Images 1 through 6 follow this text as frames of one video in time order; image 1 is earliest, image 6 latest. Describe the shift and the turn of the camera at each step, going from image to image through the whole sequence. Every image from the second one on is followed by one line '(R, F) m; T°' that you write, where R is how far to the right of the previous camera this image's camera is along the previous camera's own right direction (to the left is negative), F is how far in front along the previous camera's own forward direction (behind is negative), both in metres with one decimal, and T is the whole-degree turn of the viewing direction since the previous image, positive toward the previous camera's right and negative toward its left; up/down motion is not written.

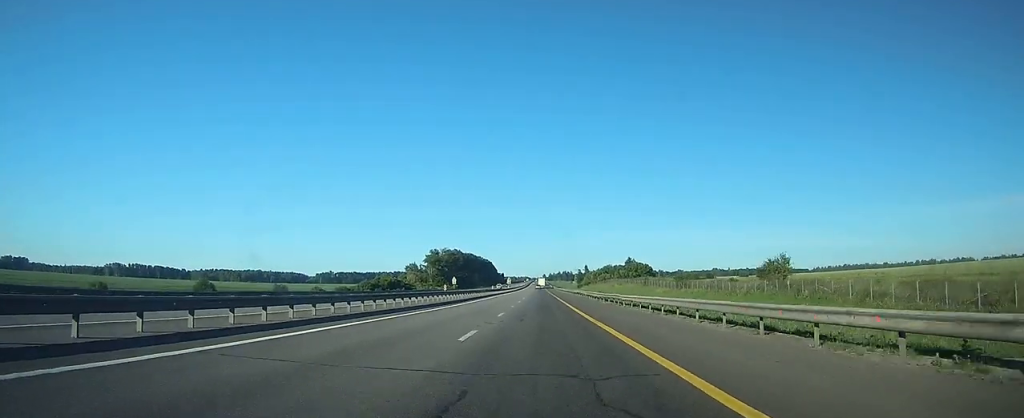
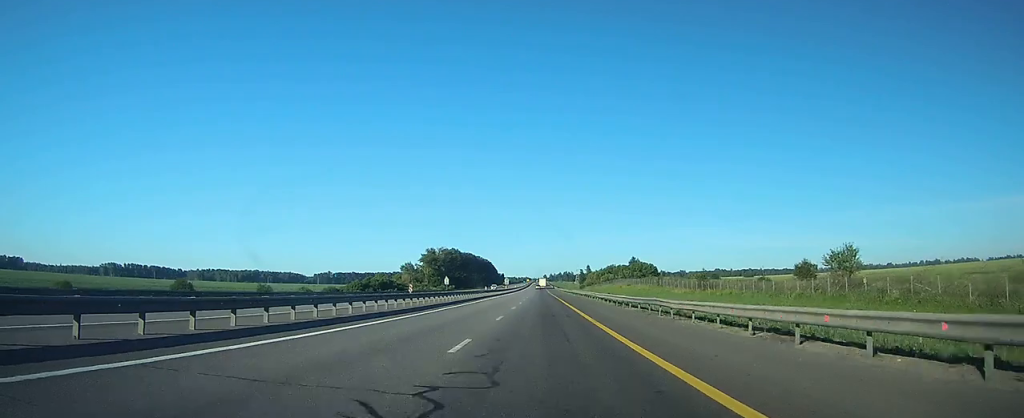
(0.0, +14.1) m; 0°
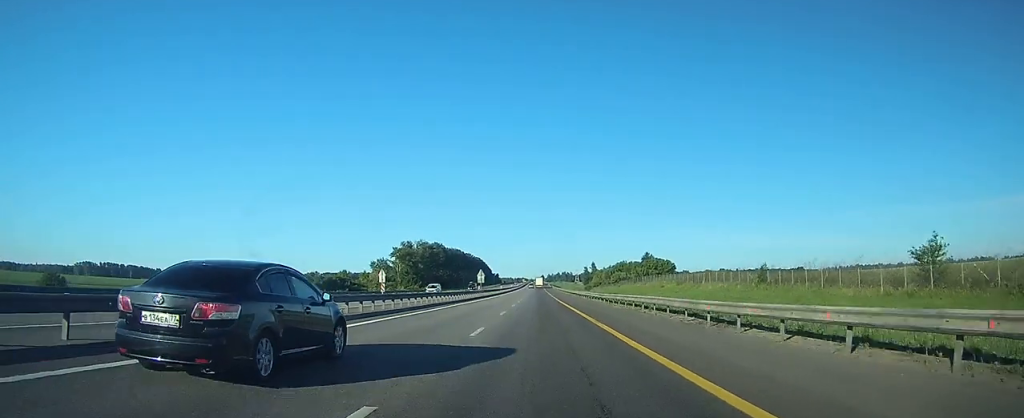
(0.0, +56.4) m; 0°
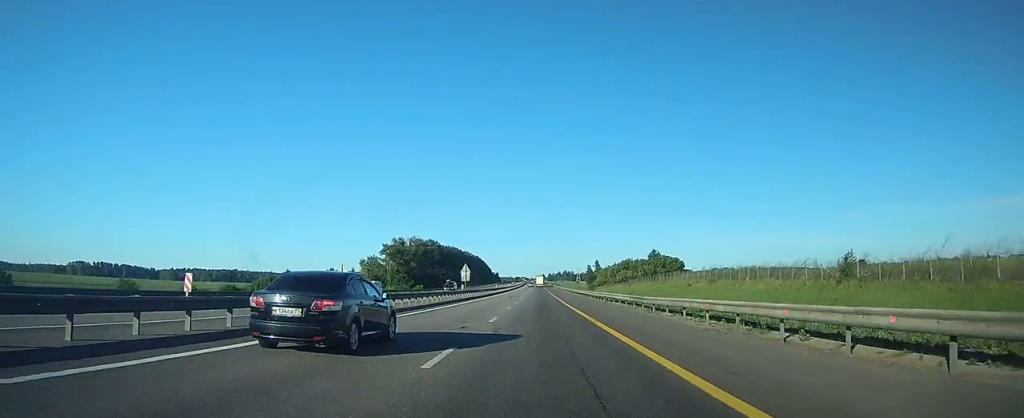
(-0.1, +17.9) m; 0°
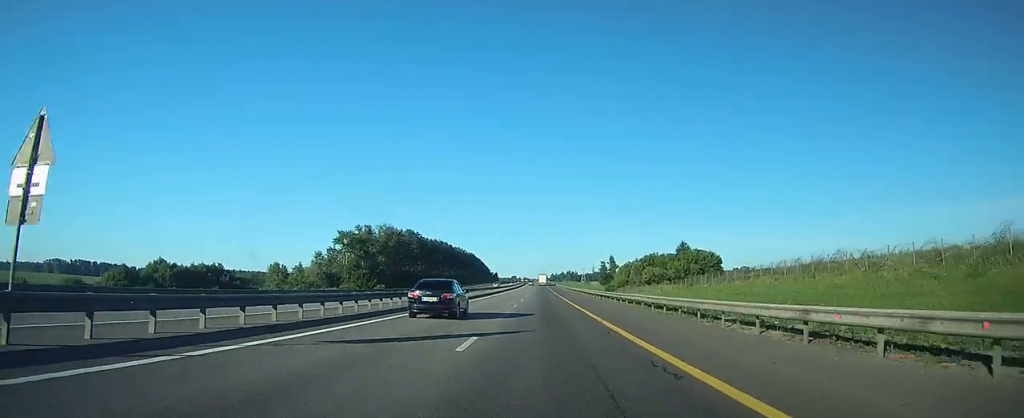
(+0.2, +57.5) m; 0°
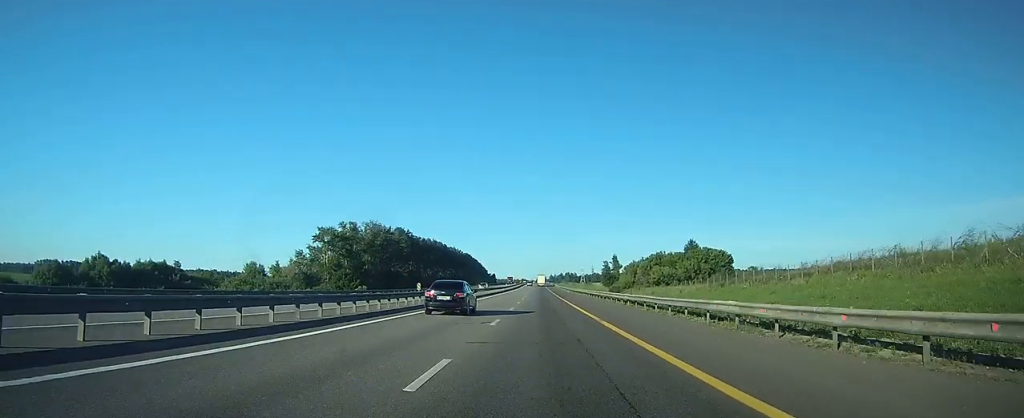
(-0.1, +16.1) m; 0°
